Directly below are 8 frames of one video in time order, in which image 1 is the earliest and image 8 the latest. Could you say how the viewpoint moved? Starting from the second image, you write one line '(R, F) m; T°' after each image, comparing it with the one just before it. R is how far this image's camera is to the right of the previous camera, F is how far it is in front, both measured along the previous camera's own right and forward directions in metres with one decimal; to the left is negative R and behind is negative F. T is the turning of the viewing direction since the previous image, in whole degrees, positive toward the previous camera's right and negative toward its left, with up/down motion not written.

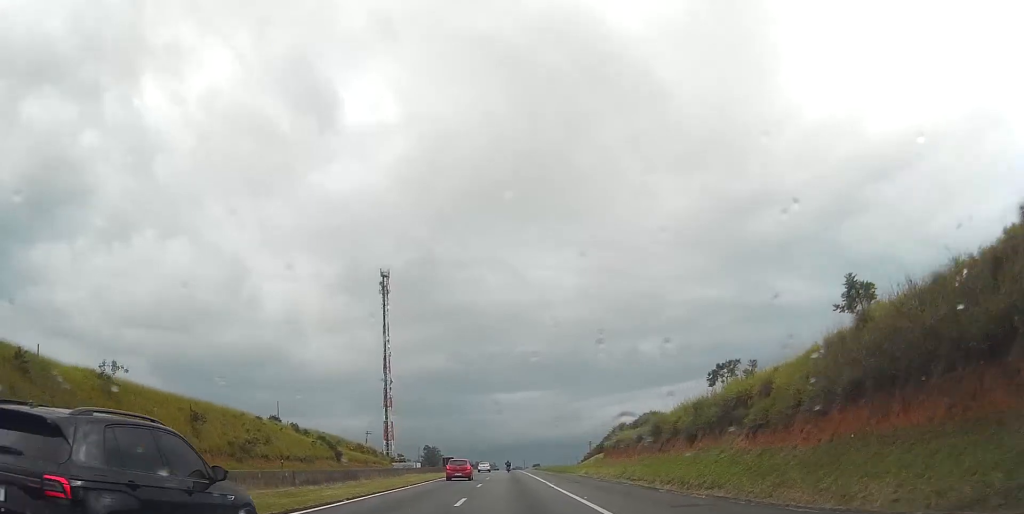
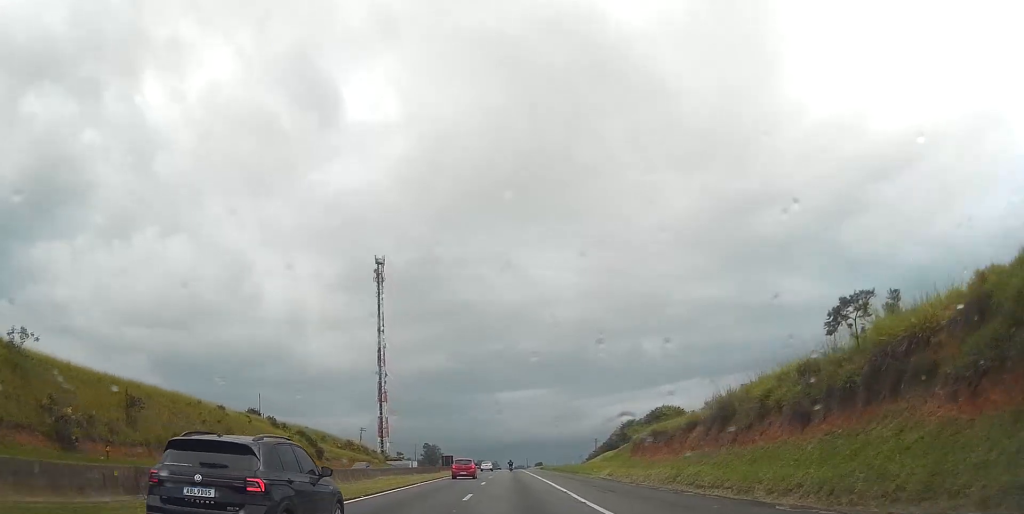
(-0.1, +12.8) m; 0°
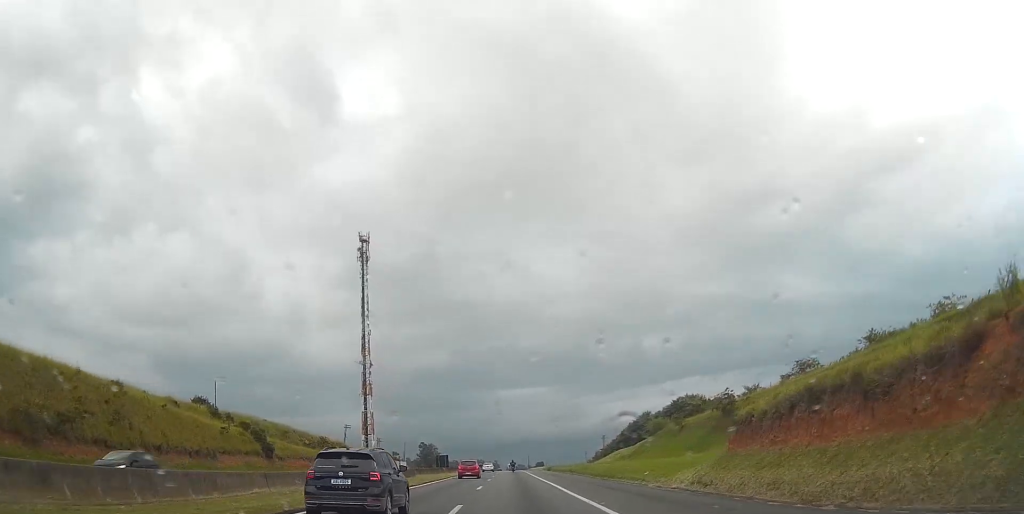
(+0.1, +22.6) m; 0°
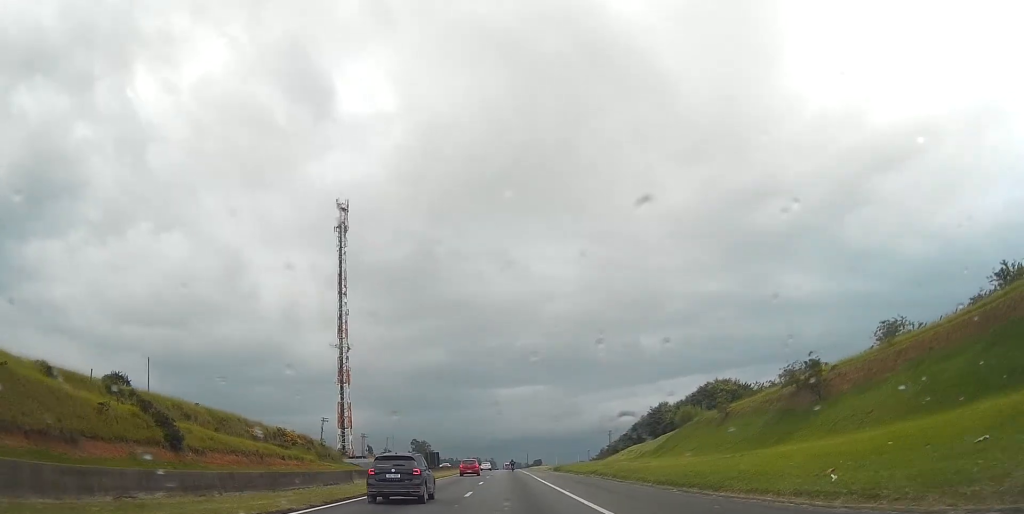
(-0.1, +23.5) m; -1°
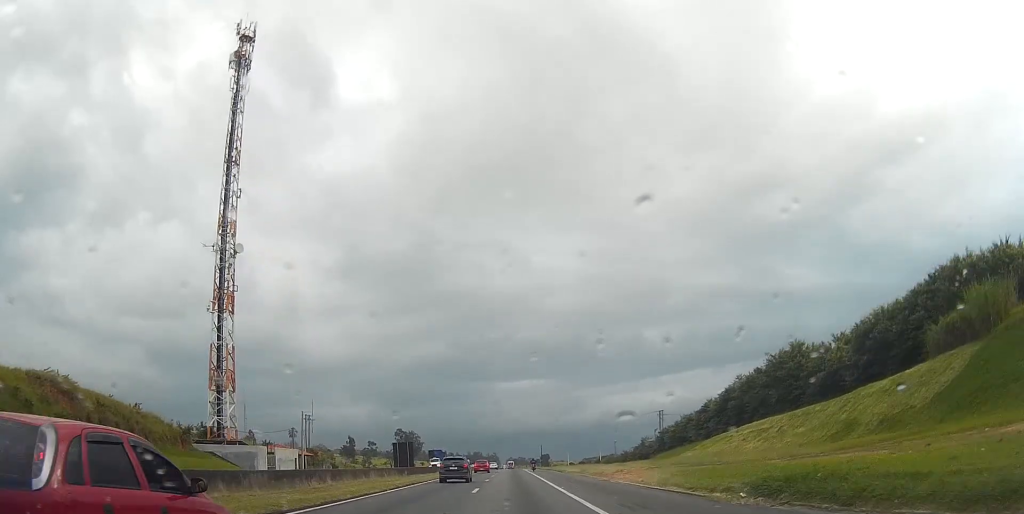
(-1.1, +74.1) m; -1°
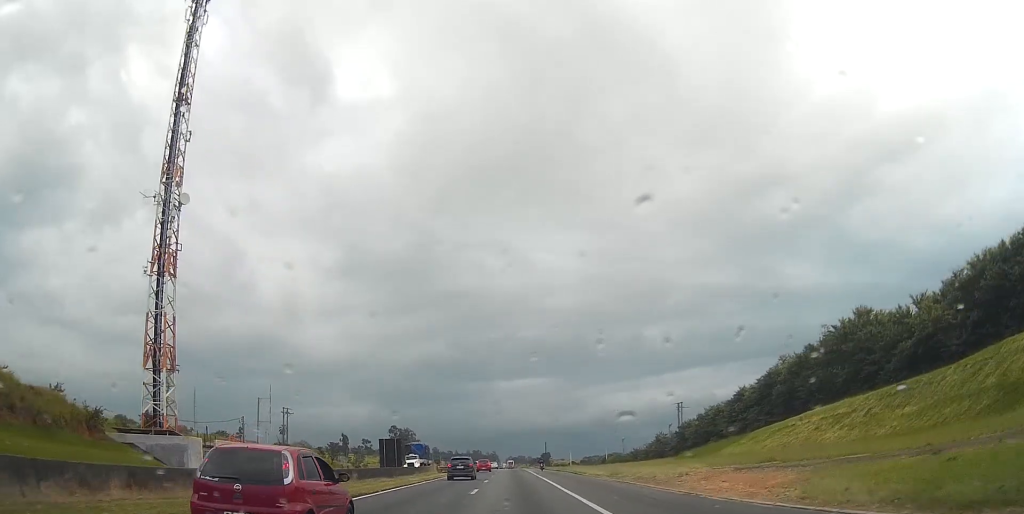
(0.0, +18.1) m; 0°
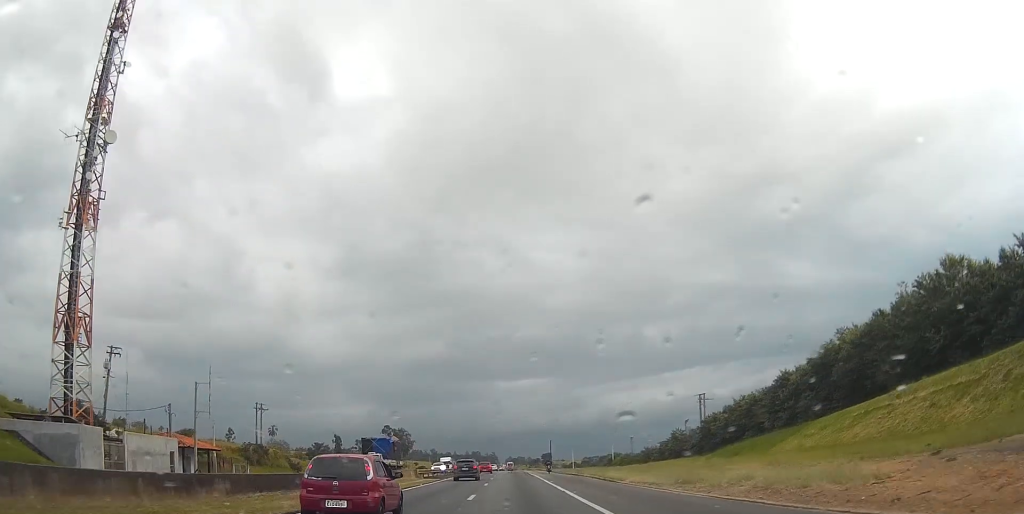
(+0.1, +17.3) m; 0°
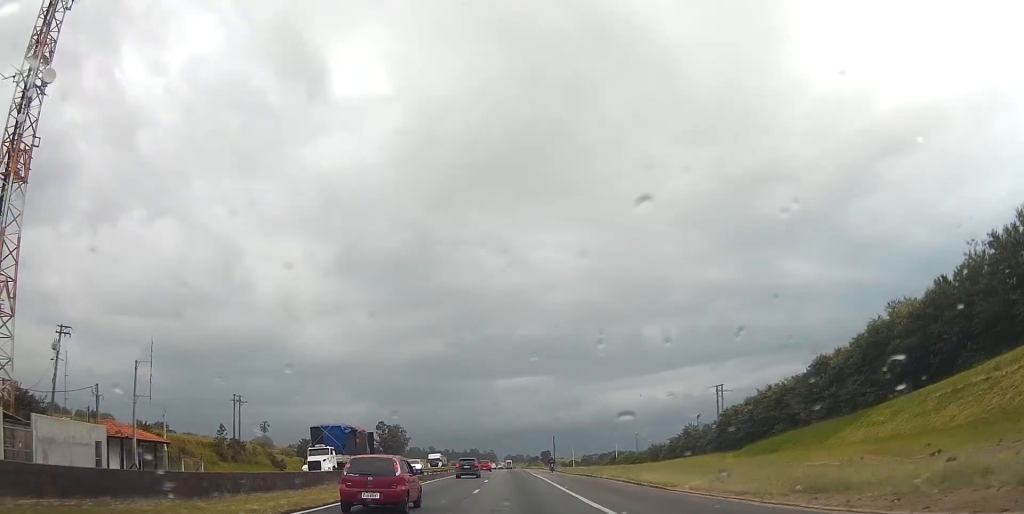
(0.0, +11.6) m; 0°
